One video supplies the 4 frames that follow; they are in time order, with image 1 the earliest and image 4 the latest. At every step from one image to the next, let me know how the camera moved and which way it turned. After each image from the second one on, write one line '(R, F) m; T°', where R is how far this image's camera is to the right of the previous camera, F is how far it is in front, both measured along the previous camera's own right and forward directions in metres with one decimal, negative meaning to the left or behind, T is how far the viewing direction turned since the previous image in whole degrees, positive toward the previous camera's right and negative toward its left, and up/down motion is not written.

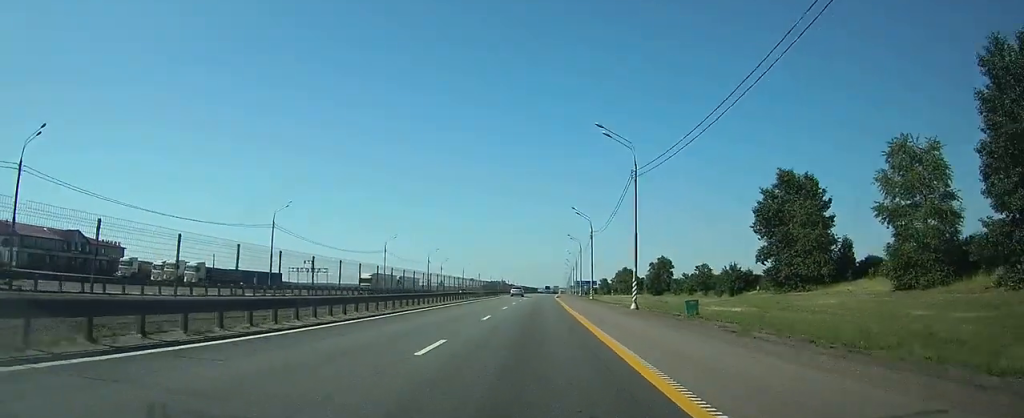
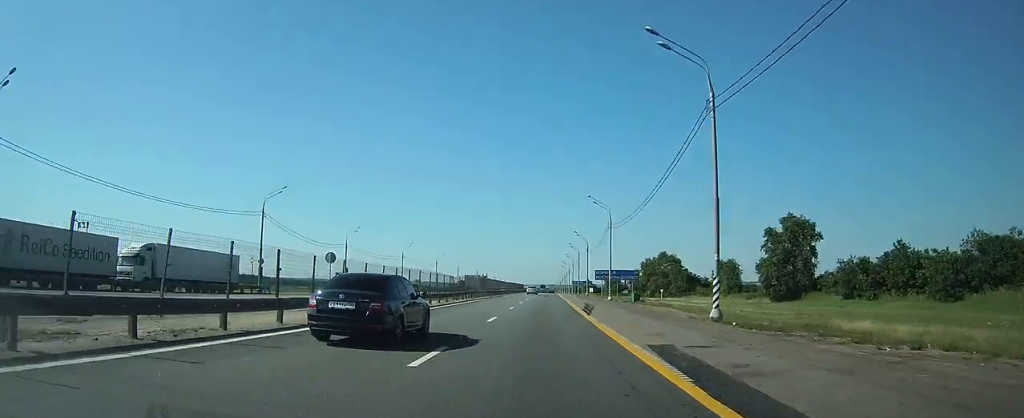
(-2.5, +86.7) m; -2°
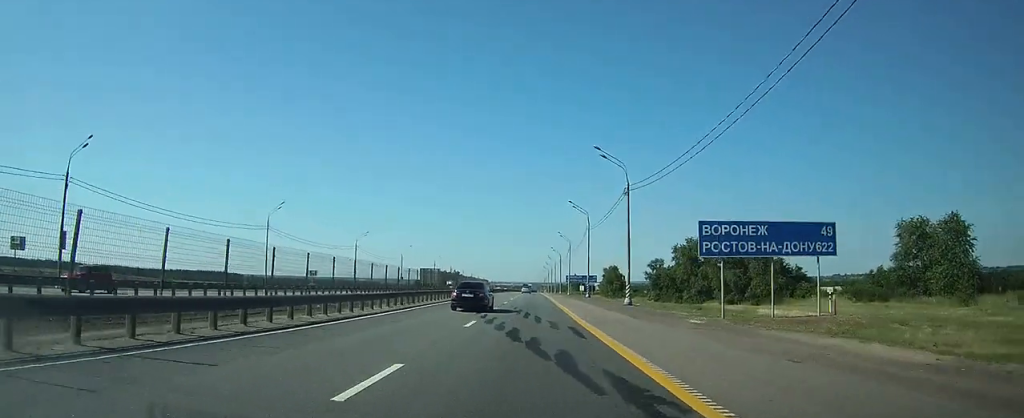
(+2.0, +62.7) m; +3°
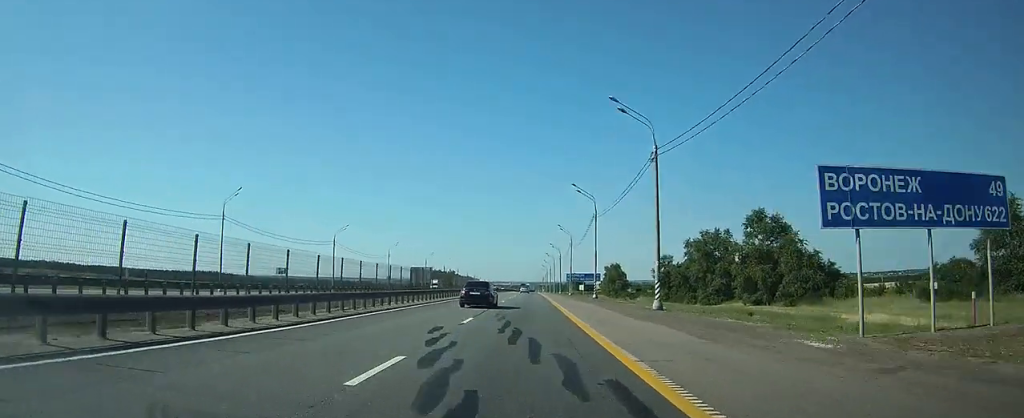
(0.0, +11.1) m; 0°
